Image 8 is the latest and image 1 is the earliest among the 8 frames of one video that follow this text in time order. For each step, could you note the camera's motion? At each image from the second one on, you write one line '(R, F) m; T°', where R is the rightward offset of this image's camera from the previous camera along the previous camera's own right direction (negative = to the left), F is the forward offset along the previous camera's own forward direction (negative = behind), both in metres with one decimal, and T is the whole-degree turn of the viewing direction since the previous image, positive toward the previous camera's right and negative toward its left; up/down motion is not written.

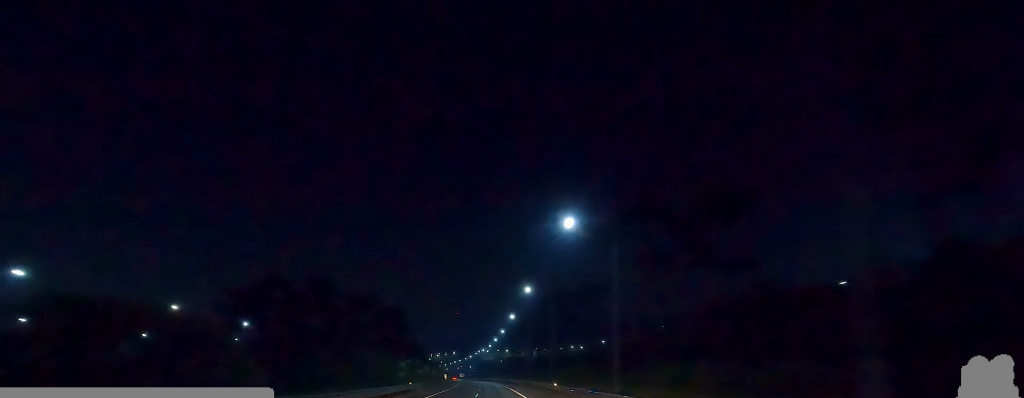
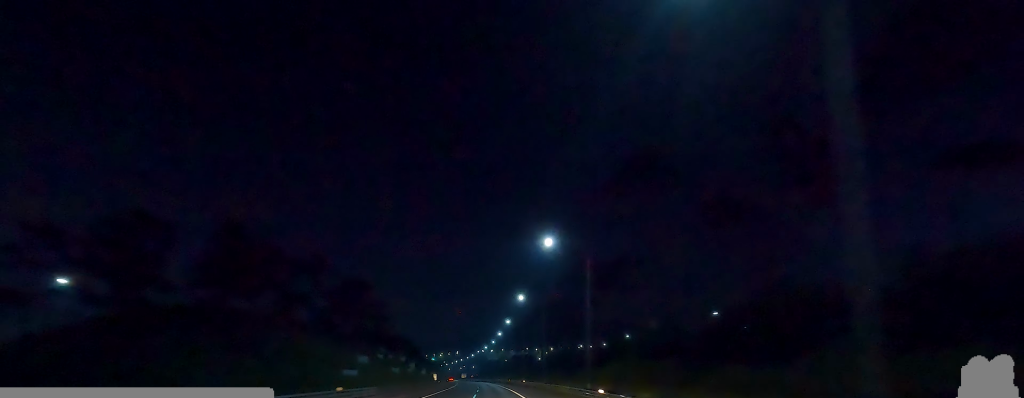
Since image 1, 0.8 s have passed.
(0.0, +19.4) m; -2°
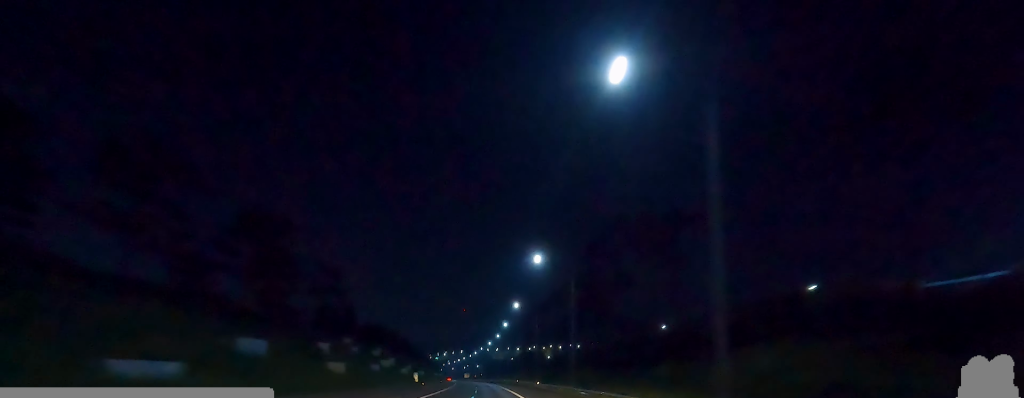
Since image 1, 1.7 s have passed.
(-0.6, +20.4) m; -2°
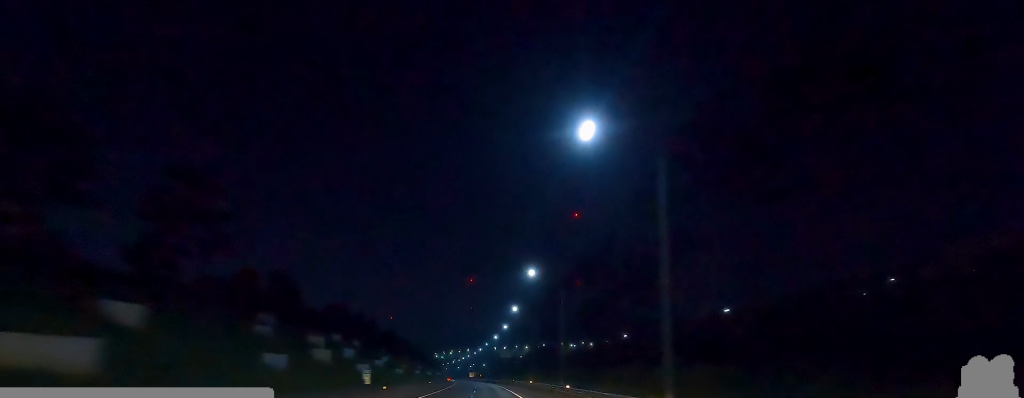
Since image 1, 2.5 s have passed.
(-0.2, +21.4) m; -1°
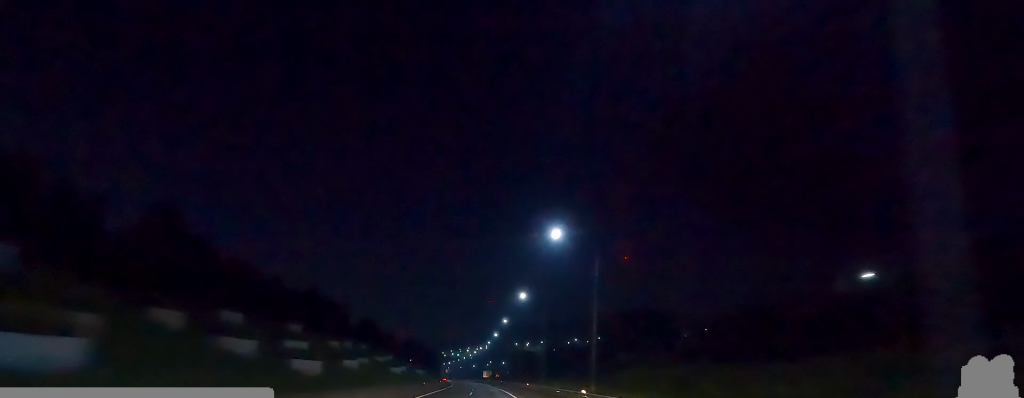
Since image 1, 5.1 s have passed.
(-1.4, +60.2) m; -3°
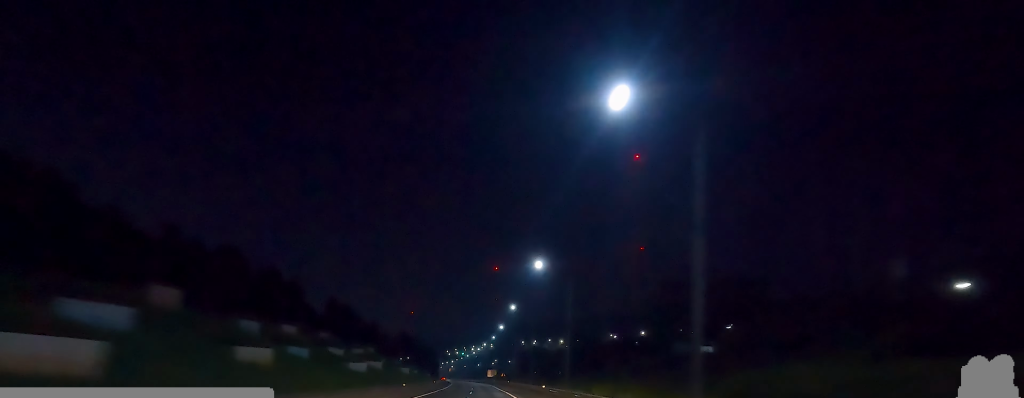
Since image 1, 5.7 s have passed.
(0.0, +15.3) m; 0°
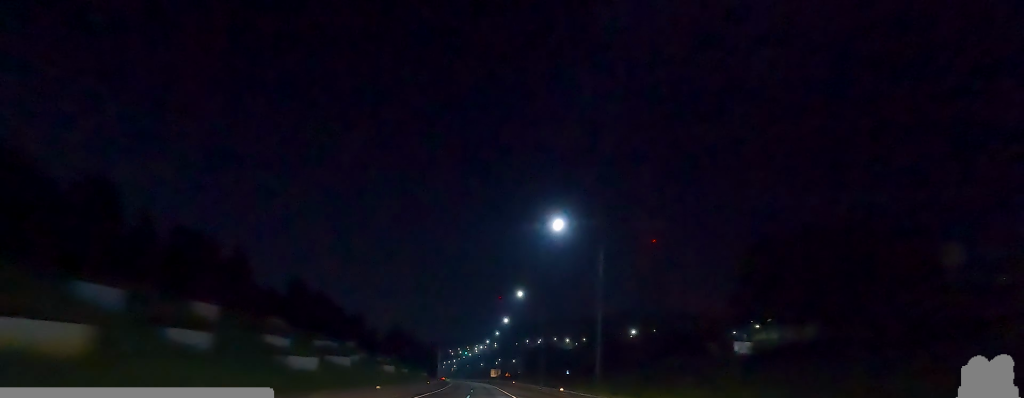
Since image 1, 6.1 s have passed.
(0.0, +11.2) m; 0°
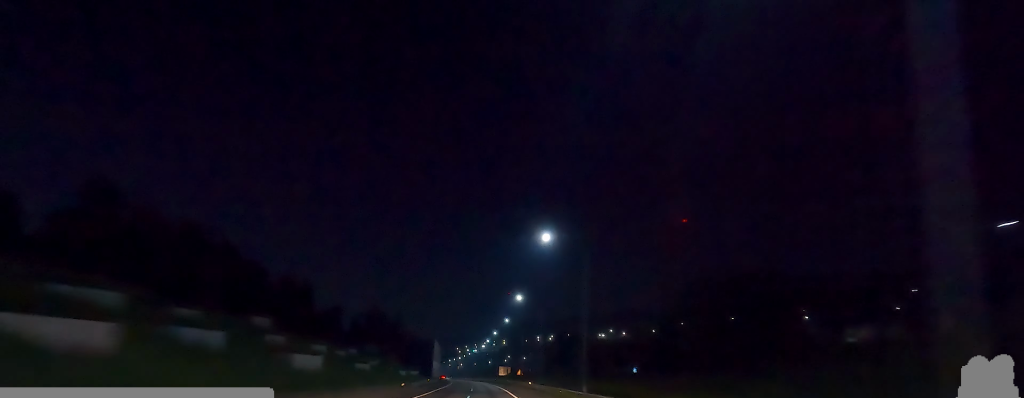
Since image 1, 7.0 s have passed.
(0.0, +25.4) m; 0°
